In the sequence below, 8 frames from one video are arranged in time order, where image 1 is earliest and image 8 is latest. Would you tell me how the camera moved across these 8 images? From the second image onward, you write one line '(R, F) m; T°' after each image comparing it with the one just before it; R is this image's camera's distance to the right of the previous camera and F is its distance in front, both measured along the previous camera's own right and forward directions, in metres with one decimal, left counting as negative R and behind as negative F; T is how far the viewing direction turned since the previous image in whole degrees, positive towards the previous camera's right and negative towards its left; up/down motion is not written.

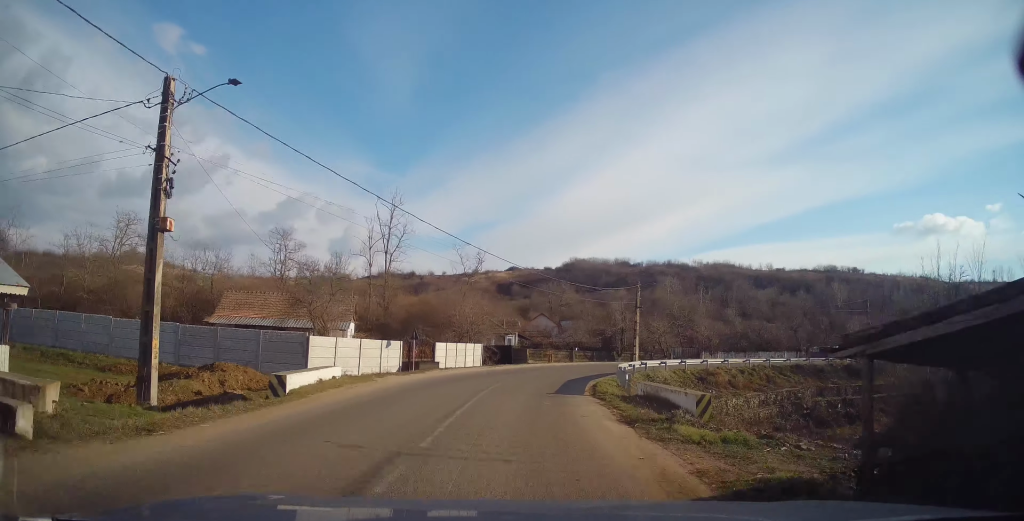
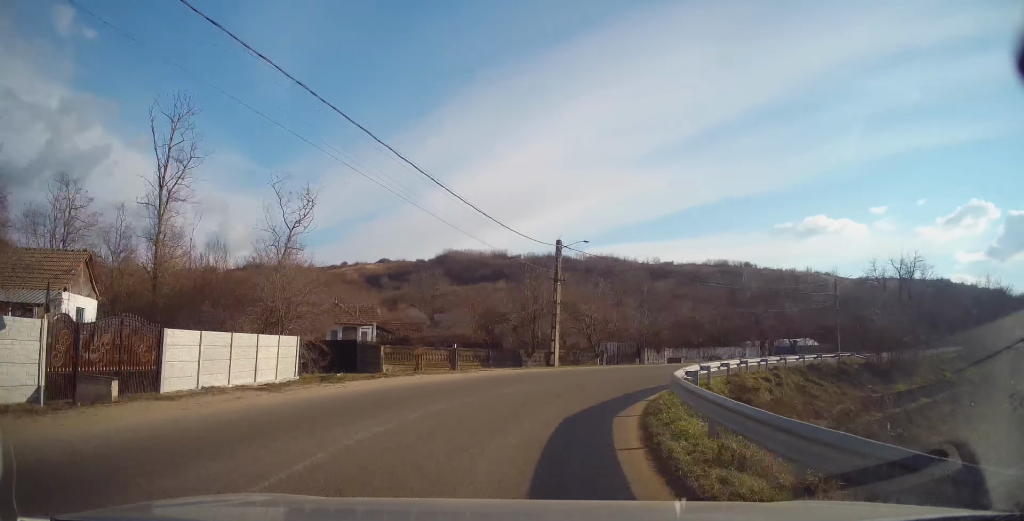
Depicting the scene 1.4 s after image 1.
(+1.3, +17.4) m; +11°
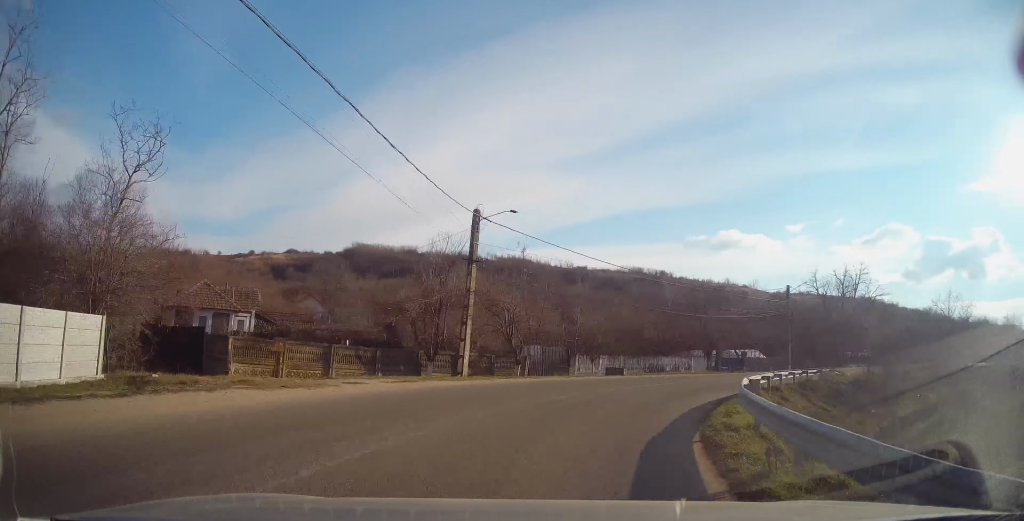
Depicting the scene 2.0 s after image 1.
(+0.4, +7.6) m; +10°
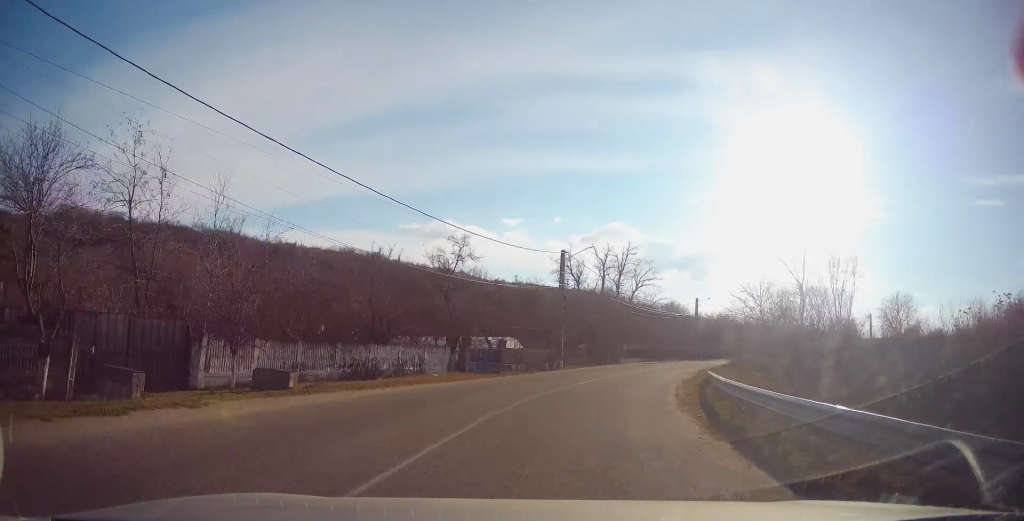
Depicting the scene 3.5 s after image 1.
(+4.8, +16.9) m; +31°
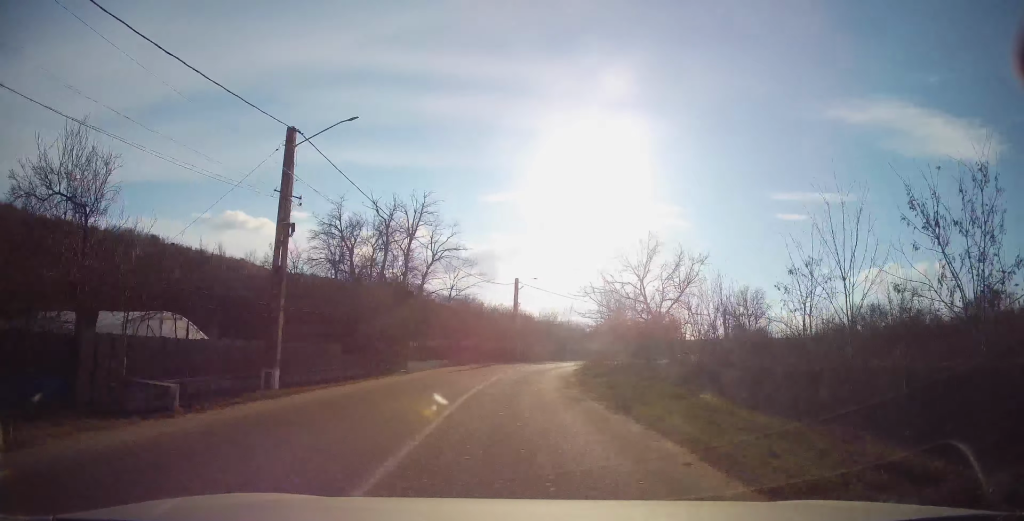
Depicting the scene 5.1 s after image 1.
(+4.4, +21.0) m; +19°
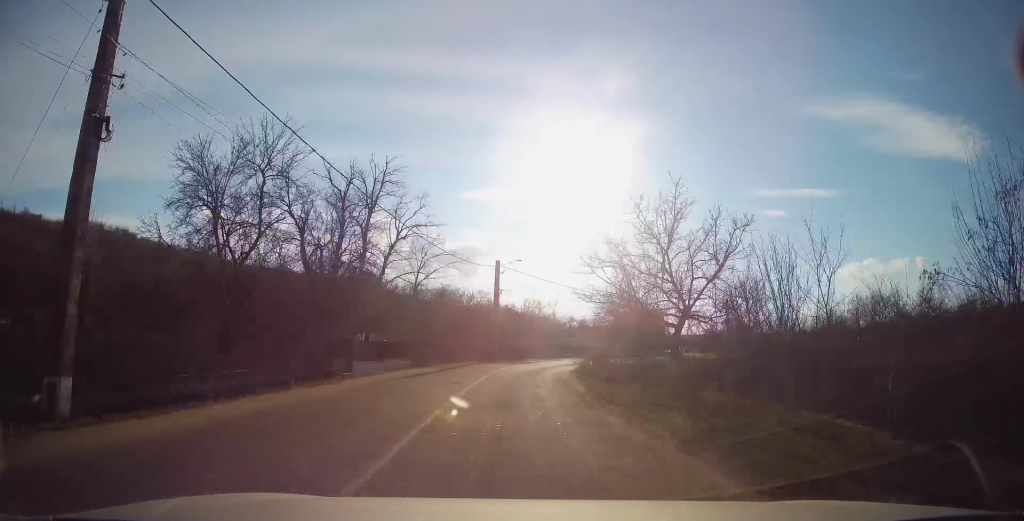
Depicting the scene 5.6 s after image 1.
(+0.1, +7.9) m; +5°
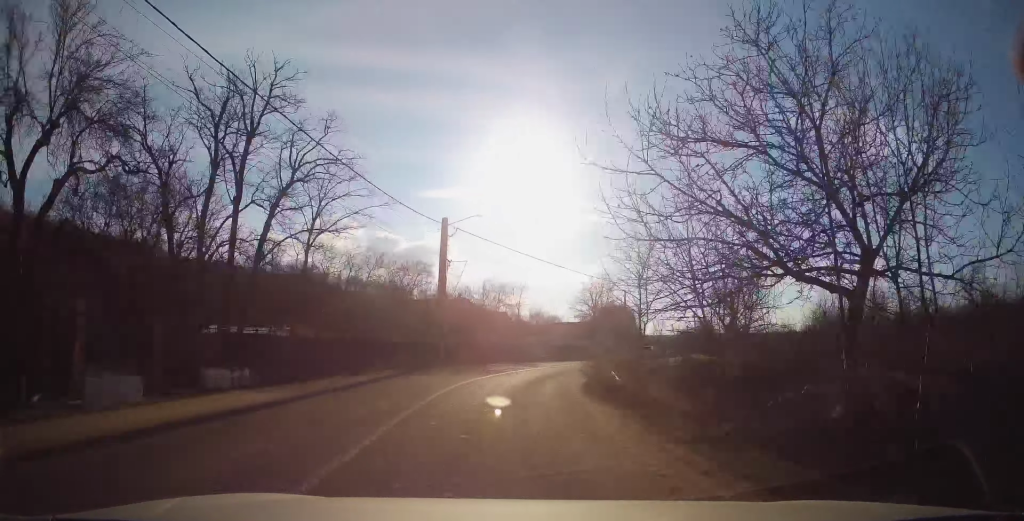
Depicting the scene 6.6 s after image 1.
(+1.0, +13.7) m; +7°
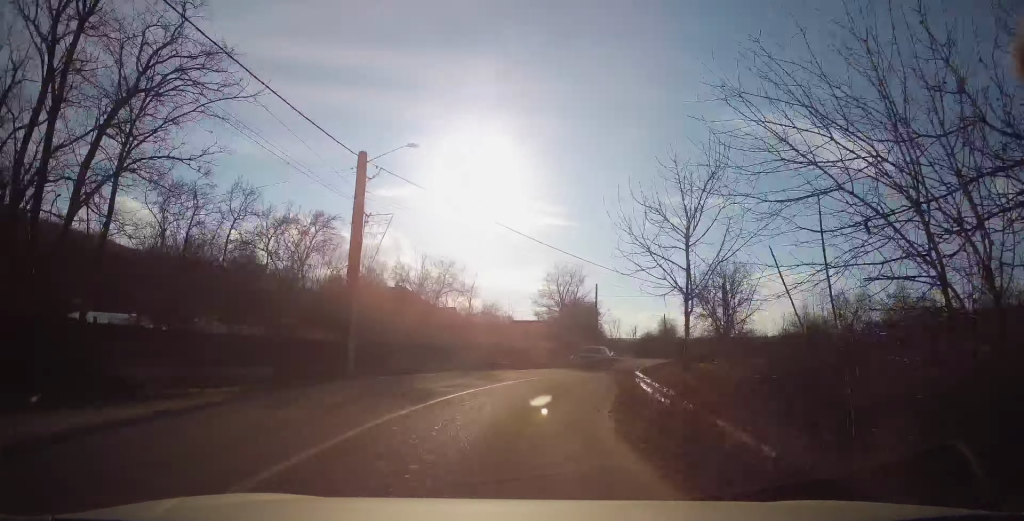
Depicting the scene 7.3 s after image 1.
(+0.4, +10.0) m; +6°
